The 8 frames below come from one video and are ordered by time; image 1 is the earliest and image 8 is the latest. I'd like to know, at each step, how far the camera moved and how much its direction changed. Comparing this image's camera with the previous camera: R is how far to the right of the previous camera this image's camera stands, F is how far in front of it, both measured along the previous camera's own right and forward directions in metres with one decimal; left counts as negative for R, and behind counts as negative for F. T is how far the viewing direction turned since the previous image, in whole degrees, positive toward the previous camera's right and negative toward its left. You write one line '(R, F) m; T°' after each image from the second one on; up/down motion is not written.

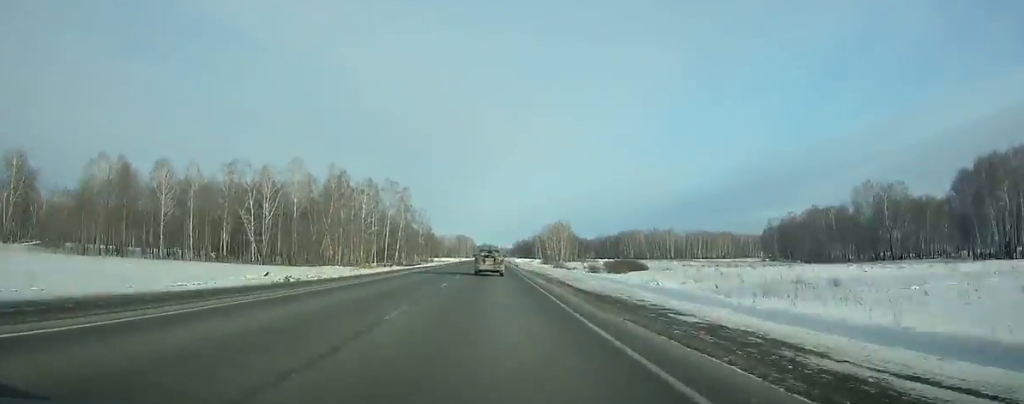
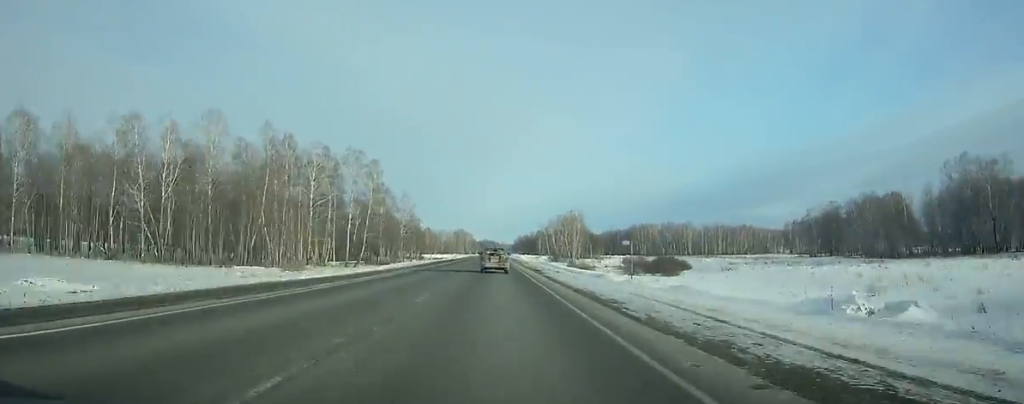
(0.0, +43.6) m; 0°
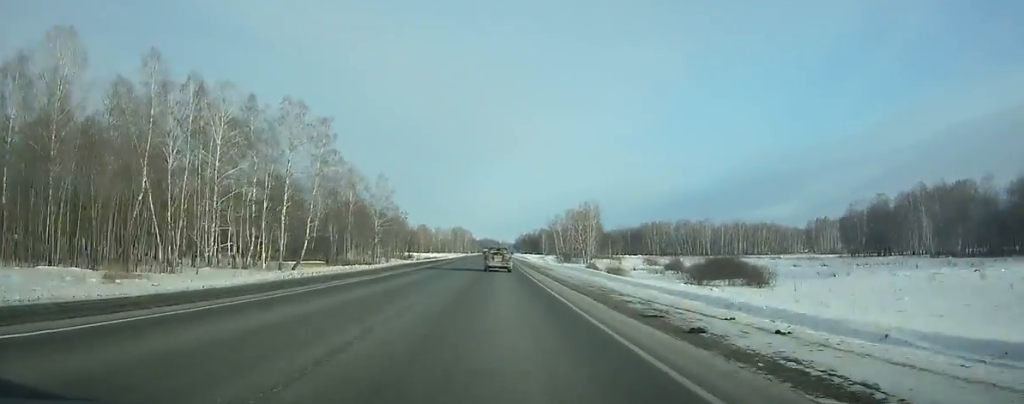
(-0.1, +38.6) m; 0°
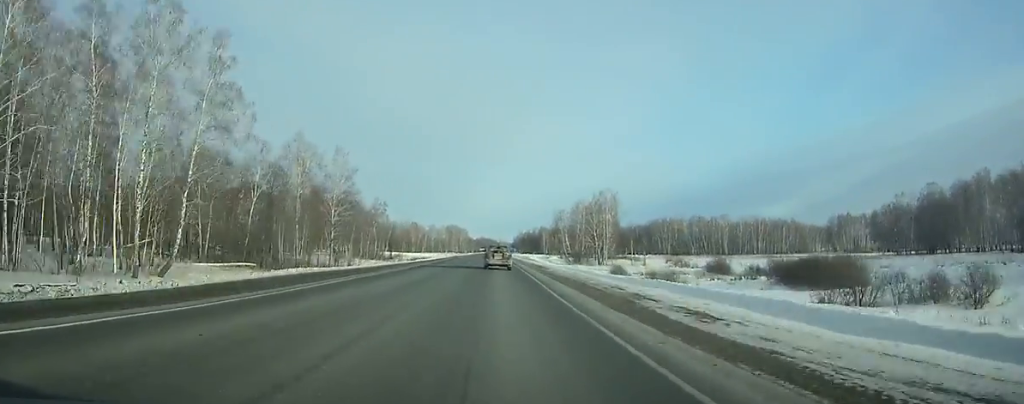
(+0.1, +36.3) m; 0°
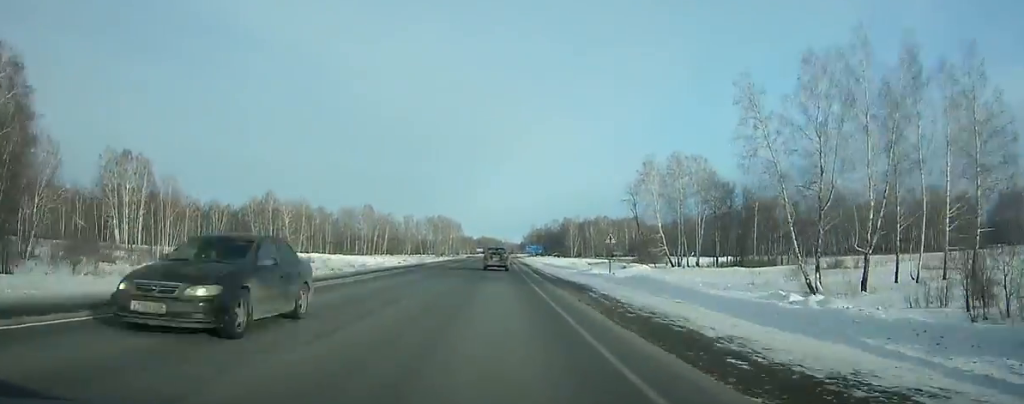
(+0.3, +162.1) m; 0°
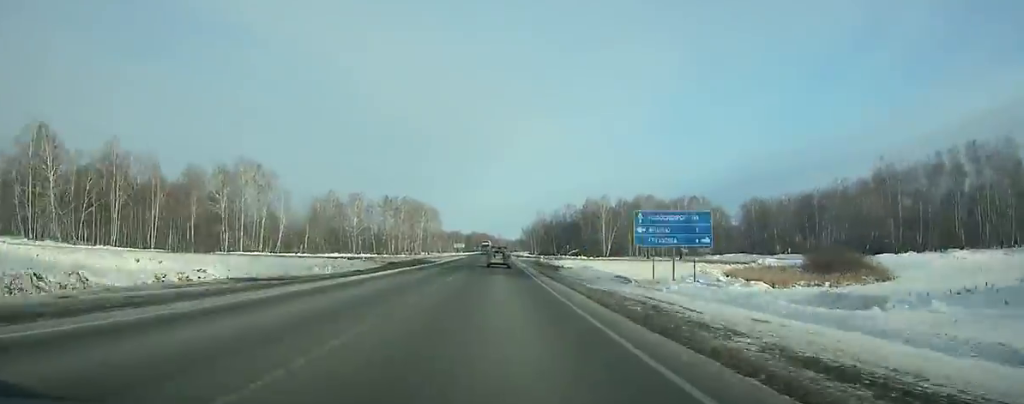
(+0.4, +123.0) m; 0°
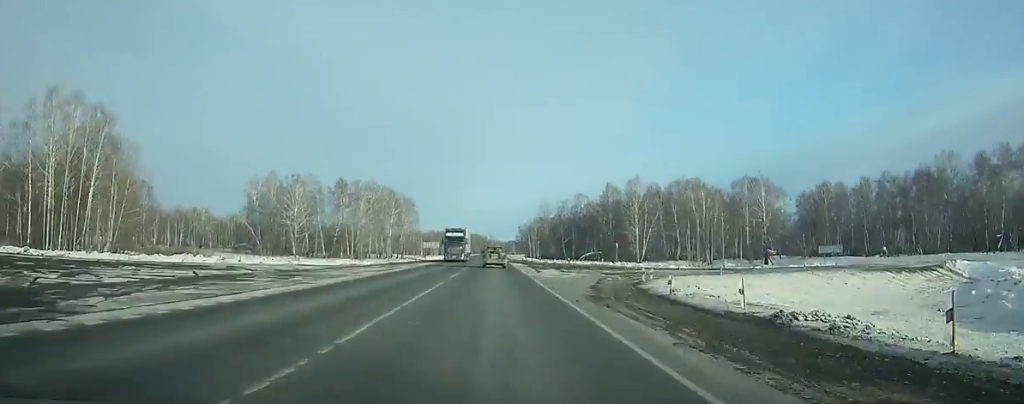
(+0.2, +65.3) m; 0°
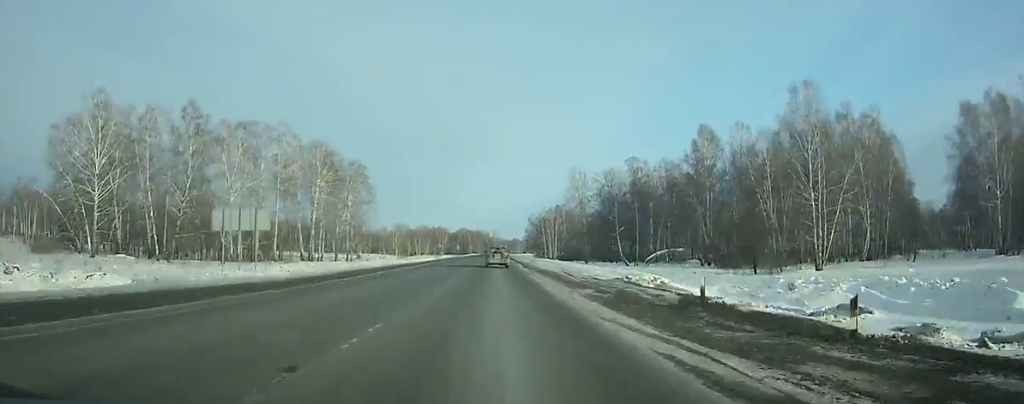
(-0.1, +94.1) m; 0°
